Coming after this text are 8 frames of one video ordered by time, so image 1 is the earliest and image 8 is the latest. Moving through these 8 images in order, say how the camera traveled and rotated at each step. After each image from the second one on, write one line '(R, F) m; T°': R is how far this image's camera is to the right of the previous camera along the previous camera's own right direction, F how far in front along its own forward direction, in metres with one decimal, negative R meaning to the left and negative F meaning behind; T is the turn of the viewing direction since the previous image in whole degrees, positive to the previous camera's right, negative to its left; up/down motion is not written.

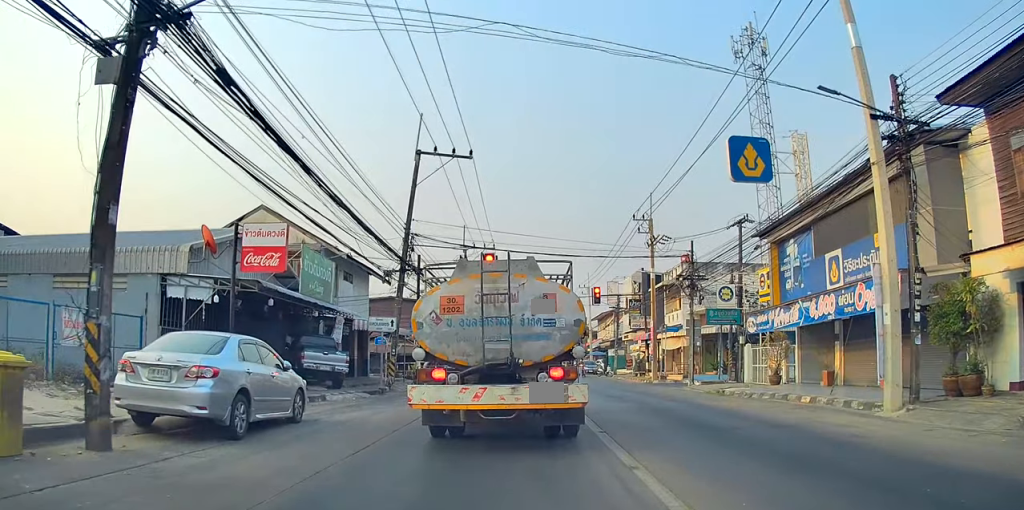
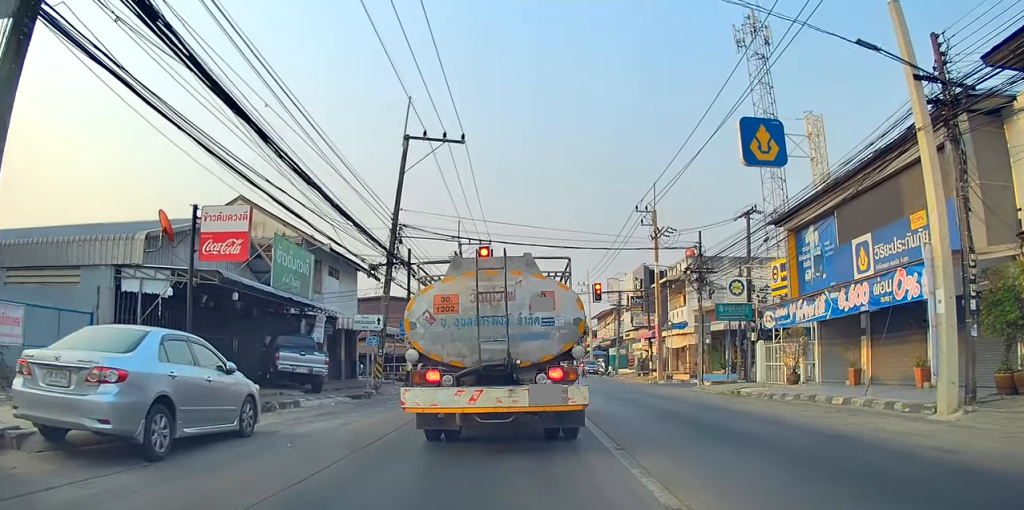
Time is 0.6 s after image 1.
(-0.1, +1.6) m; +2°
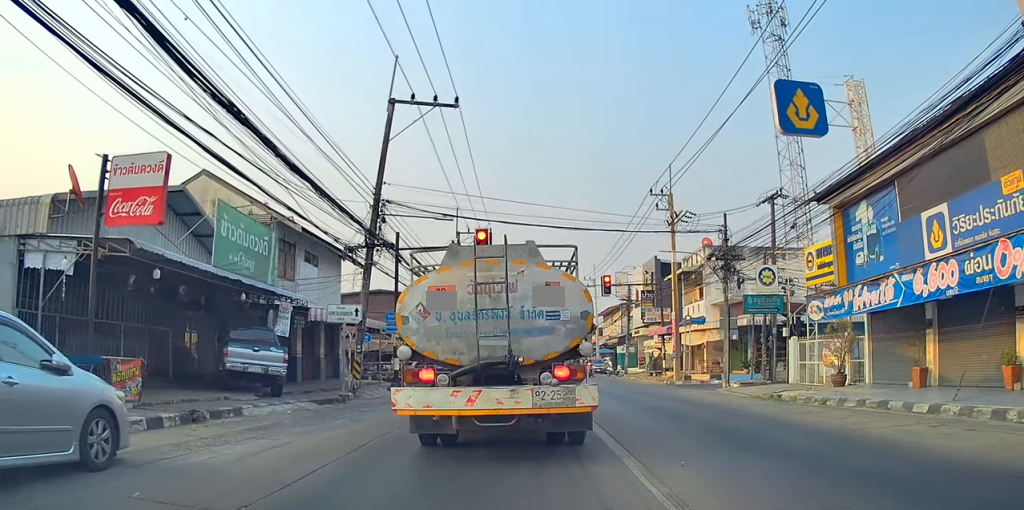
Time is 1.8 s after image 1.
(+0.4, +3.0) m; 0°
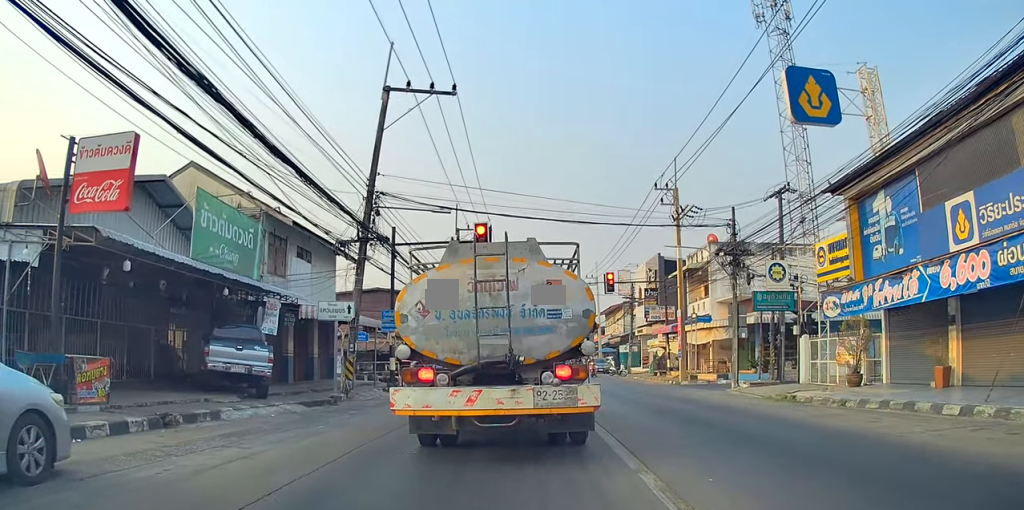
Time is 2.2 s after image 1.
(-0.3, +0.9) m; -1°
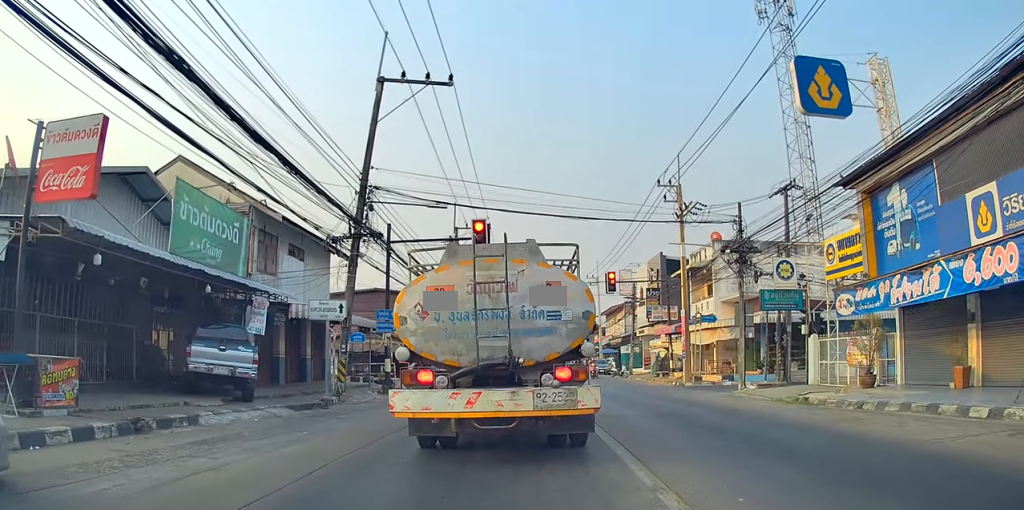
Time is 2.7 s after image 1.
(0.0, +0.7) m; -1°
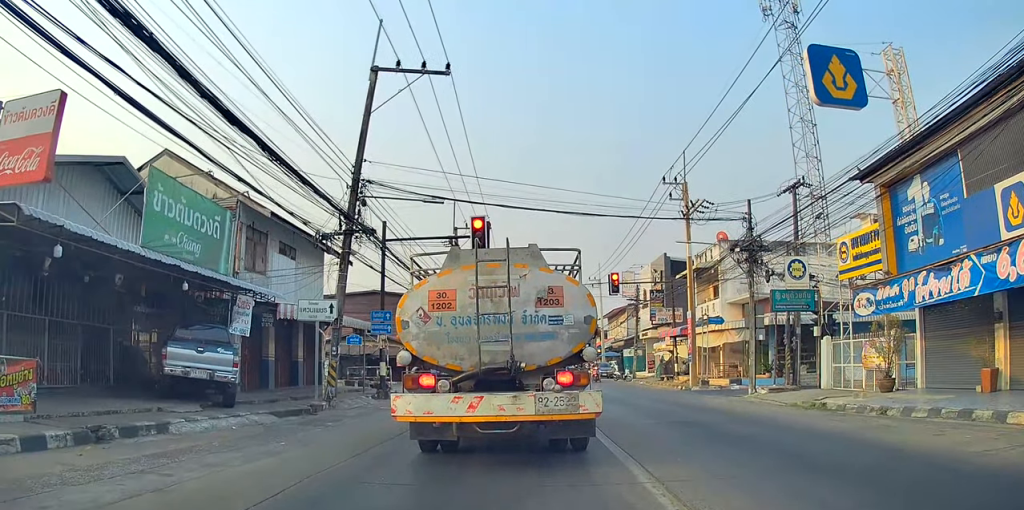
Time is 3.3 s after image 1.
(+0.4, +0.8) m; 0°
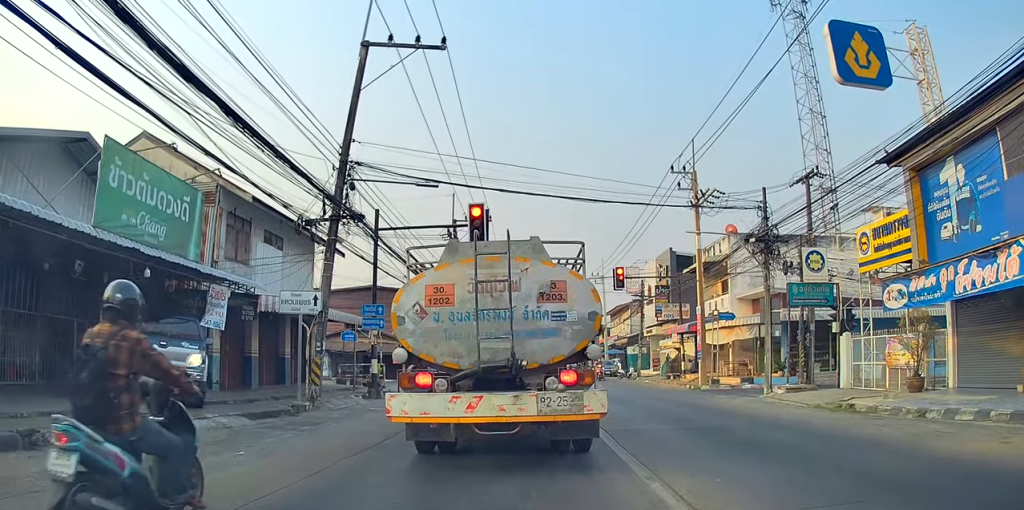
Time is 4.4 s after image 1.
(+0.7, +0.9) m; 0°
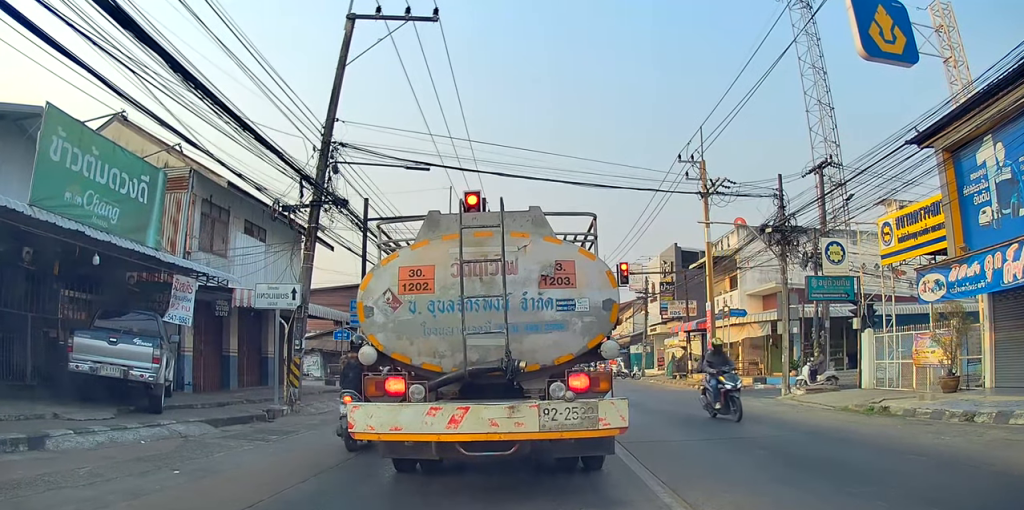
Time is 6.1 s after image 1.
(-0.3, +1.2) m; 0°
